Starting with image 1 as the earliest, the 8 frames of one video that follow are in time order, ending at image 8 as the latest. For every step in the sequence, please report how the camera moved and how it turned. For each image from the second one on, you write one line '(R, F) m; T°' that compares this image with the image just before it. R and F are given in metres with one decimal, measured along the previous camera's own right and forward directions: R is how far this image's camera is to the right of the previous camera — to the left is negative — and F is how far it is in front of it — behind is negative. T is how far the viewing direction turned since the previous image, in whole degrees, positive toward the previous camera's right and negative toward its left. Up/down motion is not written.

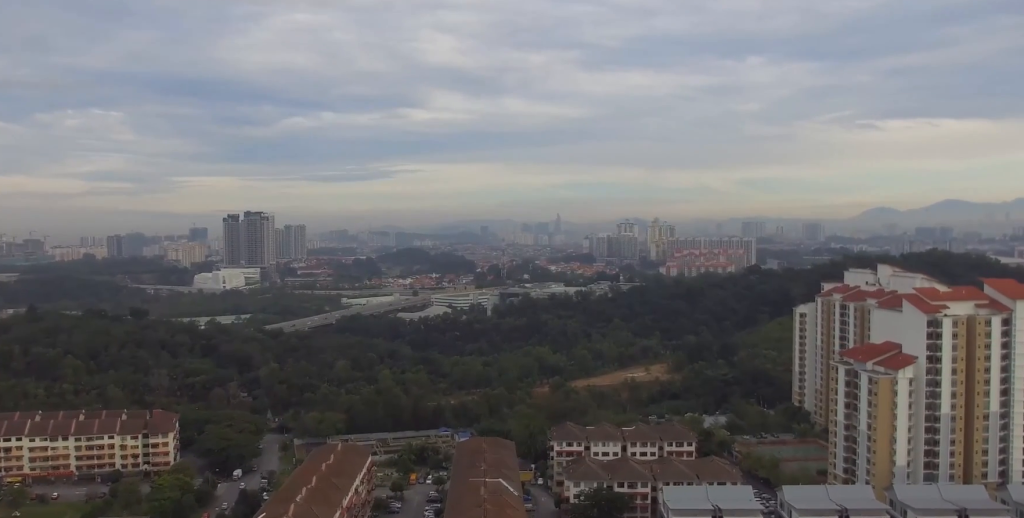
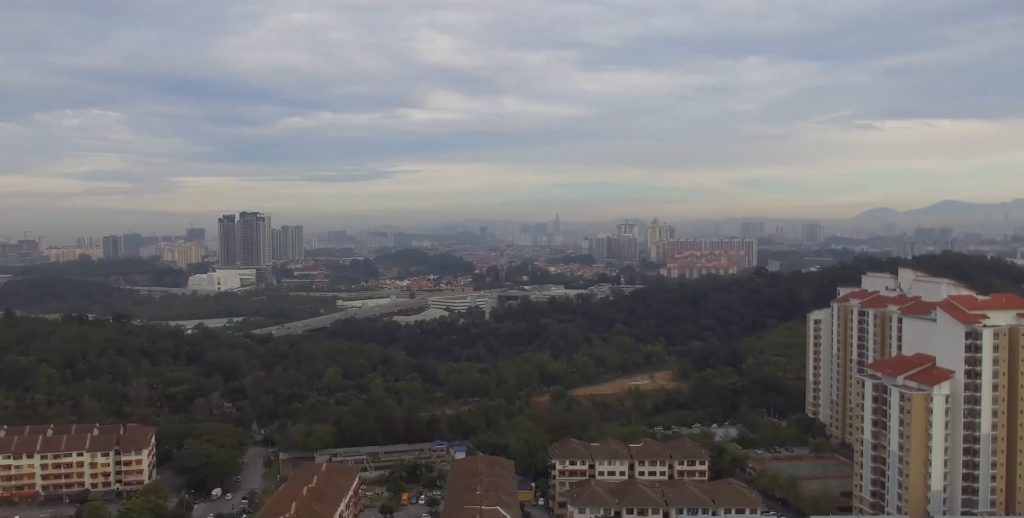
(-0.2, +17.3) m; -1°
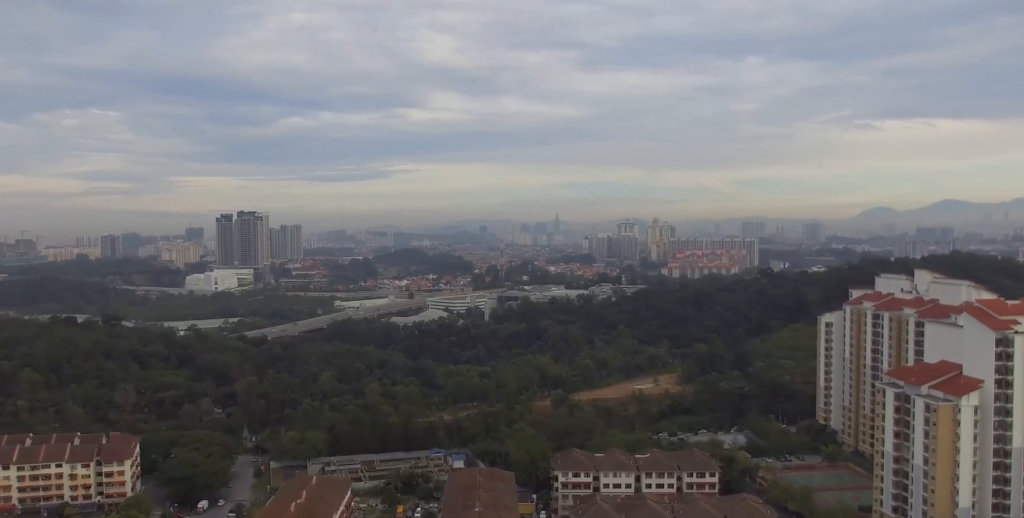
(-0.1, +11.4) m; -1°
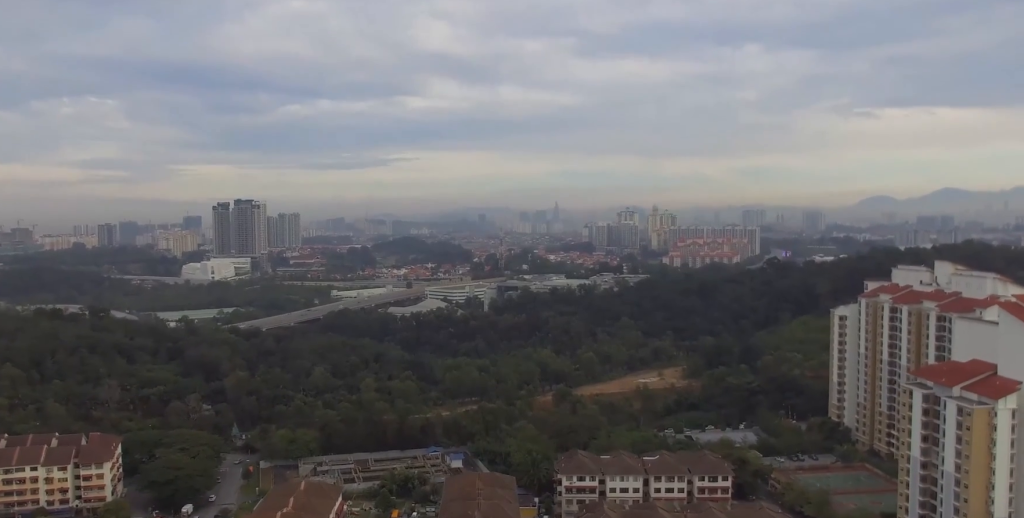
(-0.1, +13.0) m; -1°
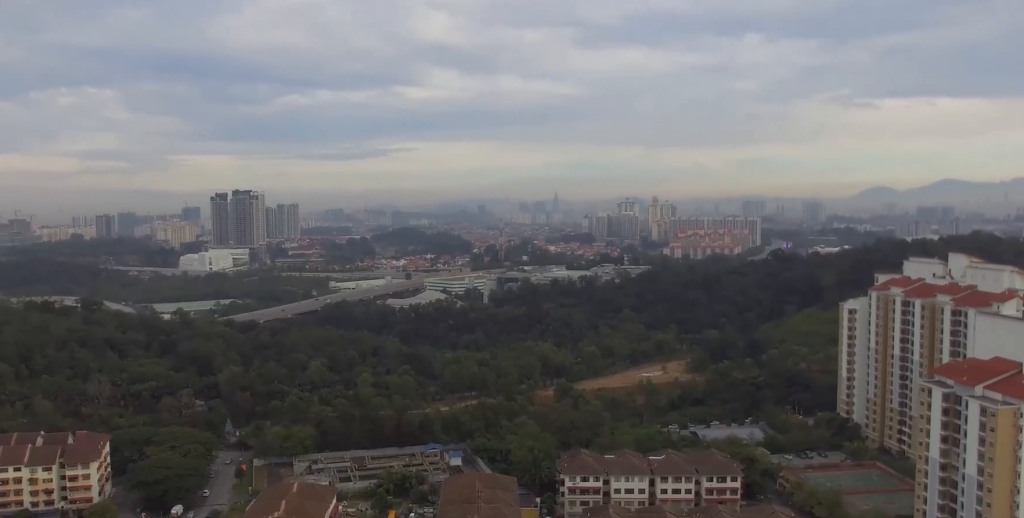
(0.0, +8.3) m; 0°
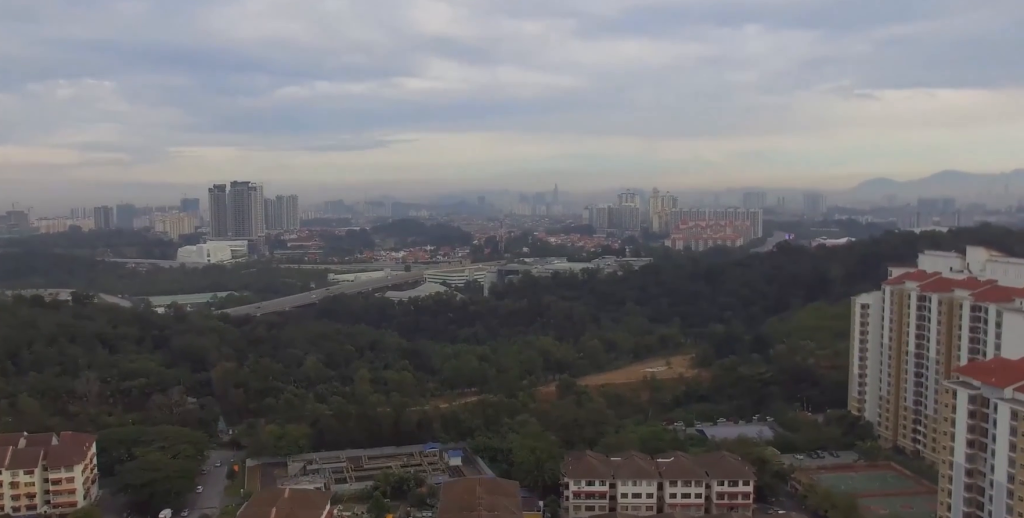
(0.0, +8.8) m; 0°
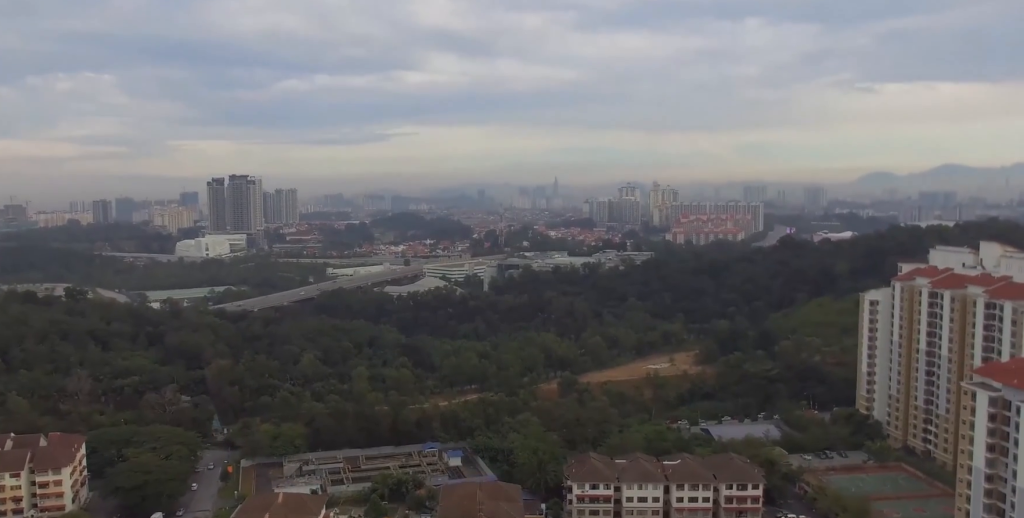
(0.0, +6.5) m; 0°
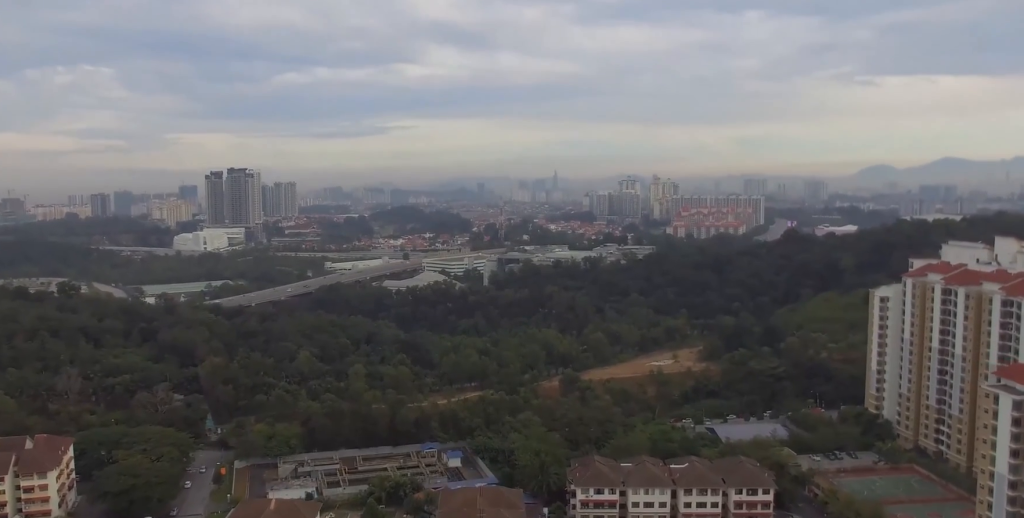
(0.0, +6.9) m; 0°
